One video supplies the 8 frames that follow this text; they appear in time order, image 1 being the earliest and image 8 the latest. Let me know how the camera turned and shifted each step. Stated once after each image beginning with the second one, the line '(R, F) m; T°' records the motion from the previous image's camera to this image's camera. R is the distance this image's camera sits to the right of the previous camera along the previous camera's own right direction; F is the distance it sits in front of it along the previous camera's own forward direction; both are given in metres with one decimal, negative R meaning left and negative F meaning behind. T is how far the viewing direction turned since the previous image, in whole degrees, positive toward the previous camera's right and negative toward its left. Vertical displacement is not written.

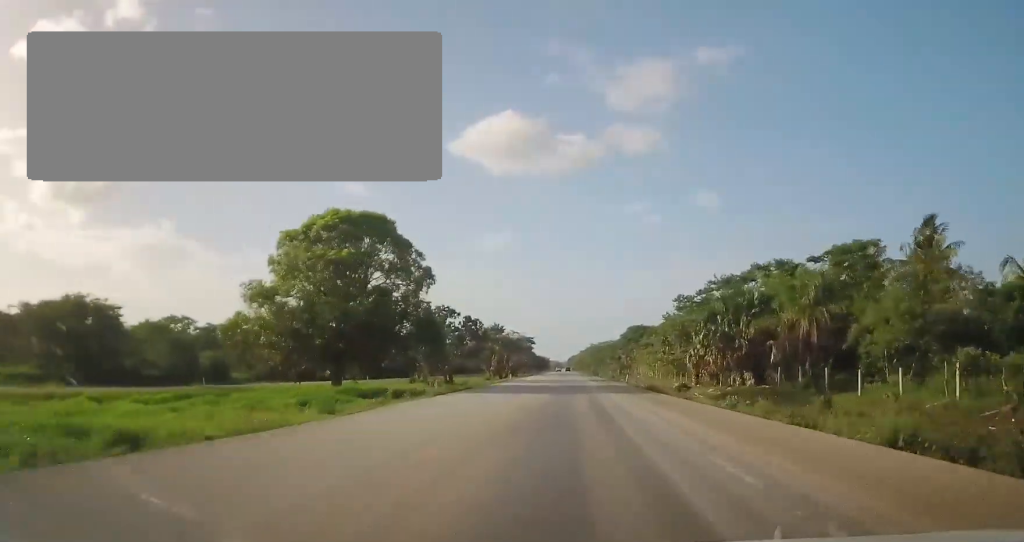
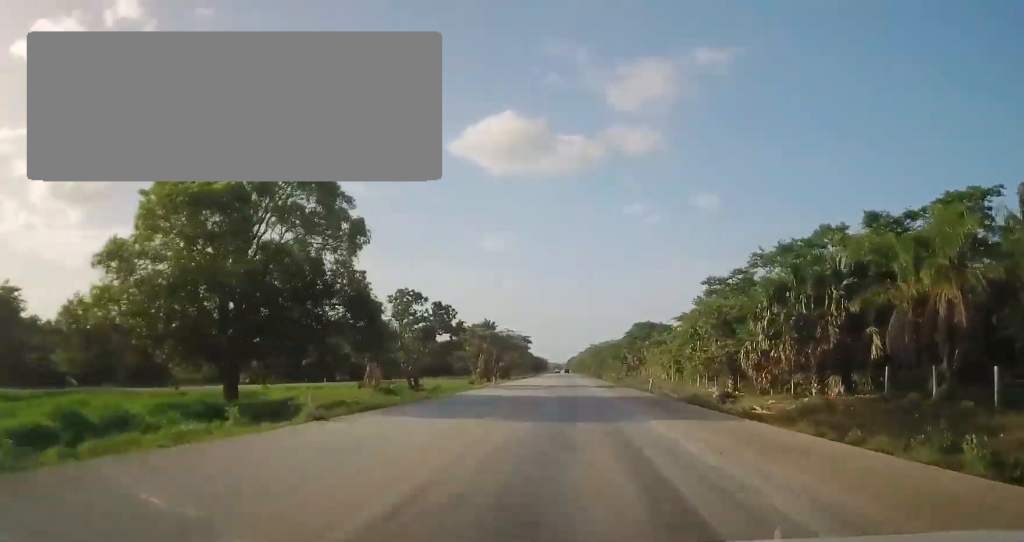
(0.0, +15.1) m; 0°
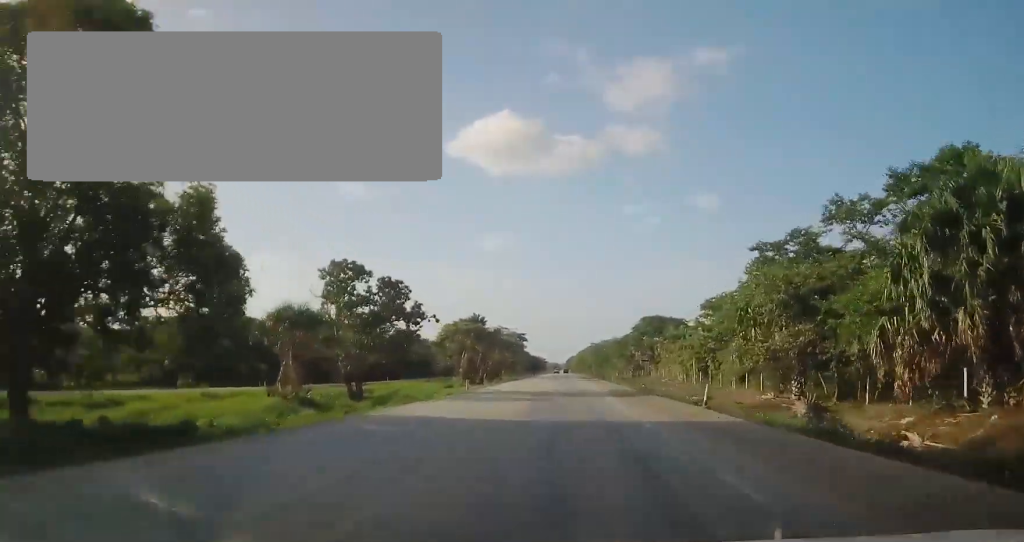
(+0.3, +14.3) m; 0°
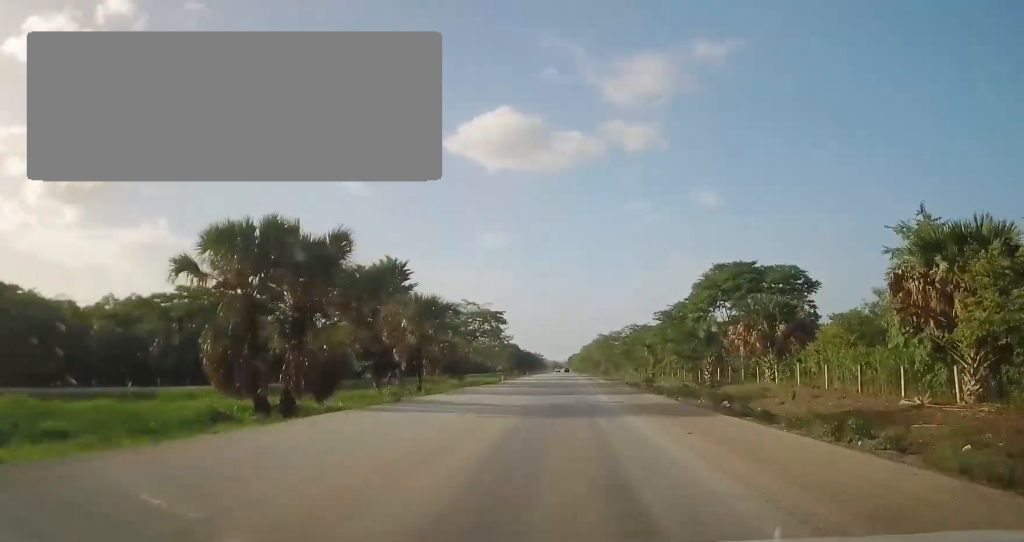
(-0.2, +55.8) m; 0°
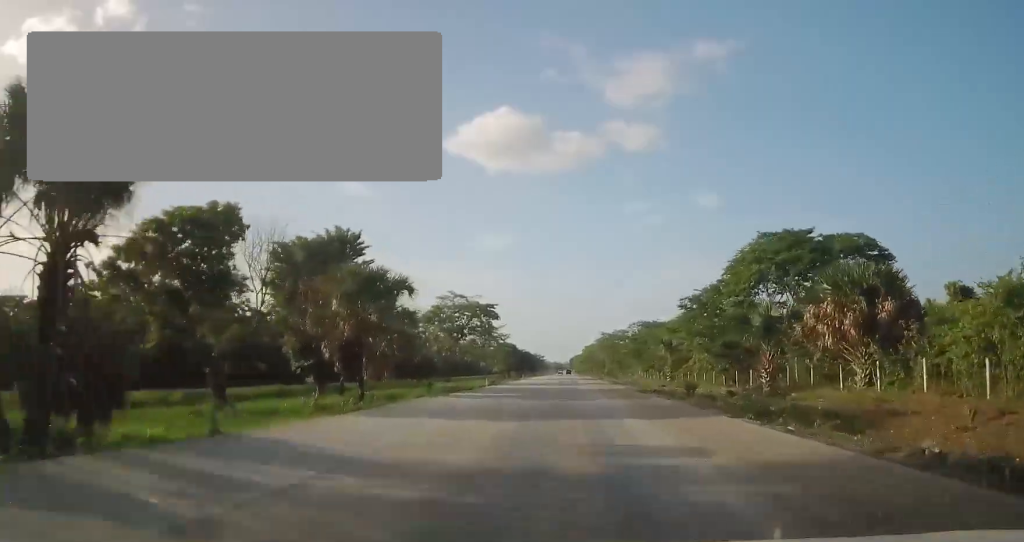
(+0.2, +13.7) m; 0°
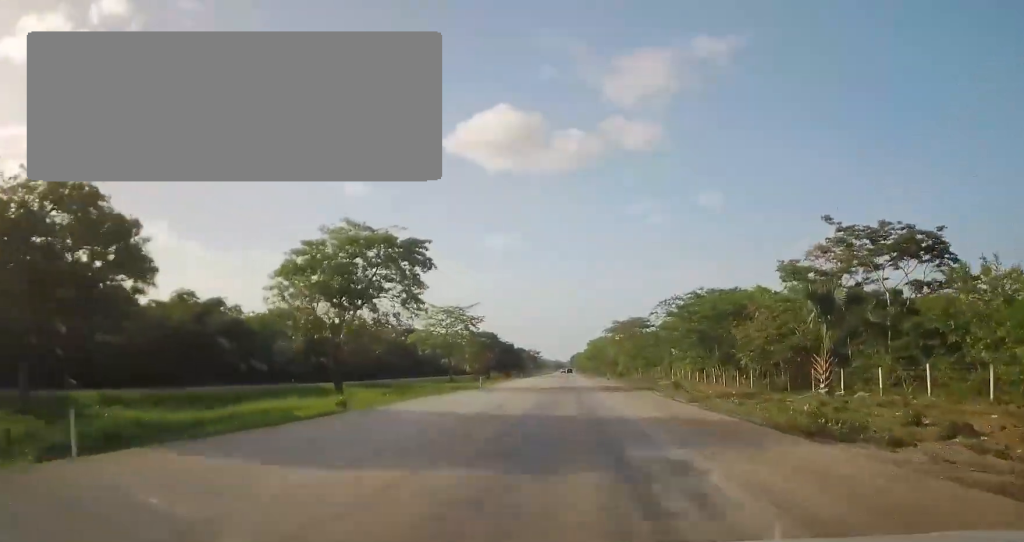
(-0.3, +44.2) m; 0°
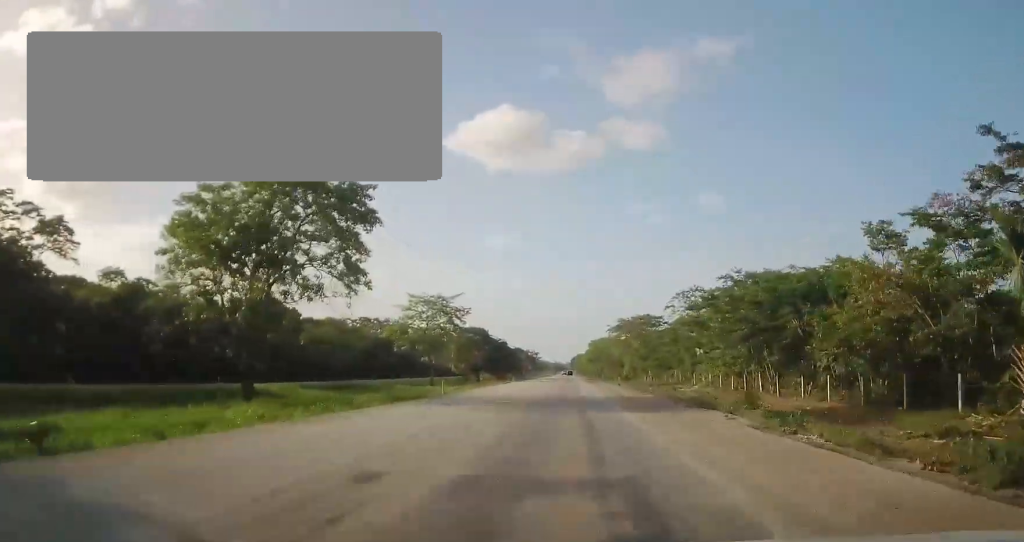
(+0.3, +14.2) m; 0°
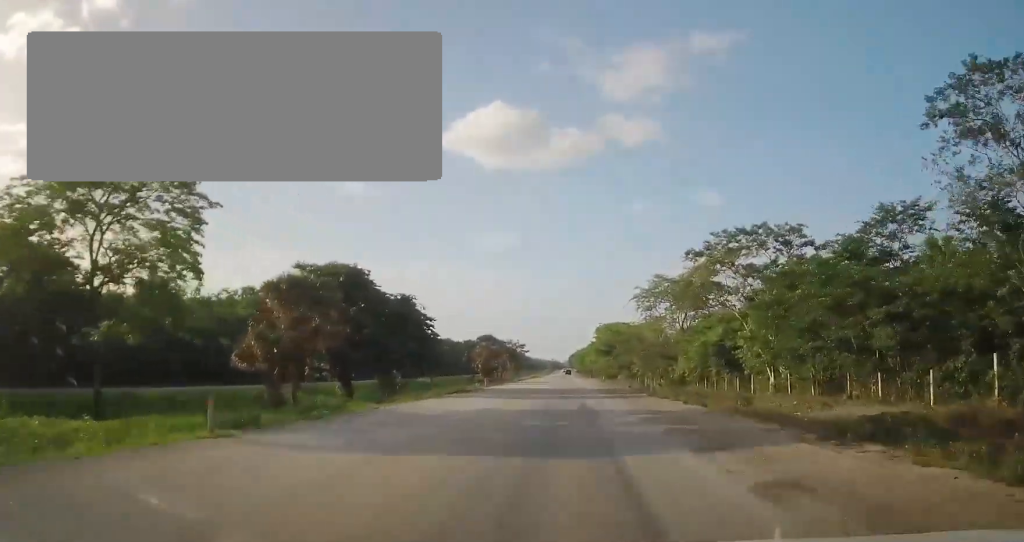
(0.0, +62.5) m; 0°
